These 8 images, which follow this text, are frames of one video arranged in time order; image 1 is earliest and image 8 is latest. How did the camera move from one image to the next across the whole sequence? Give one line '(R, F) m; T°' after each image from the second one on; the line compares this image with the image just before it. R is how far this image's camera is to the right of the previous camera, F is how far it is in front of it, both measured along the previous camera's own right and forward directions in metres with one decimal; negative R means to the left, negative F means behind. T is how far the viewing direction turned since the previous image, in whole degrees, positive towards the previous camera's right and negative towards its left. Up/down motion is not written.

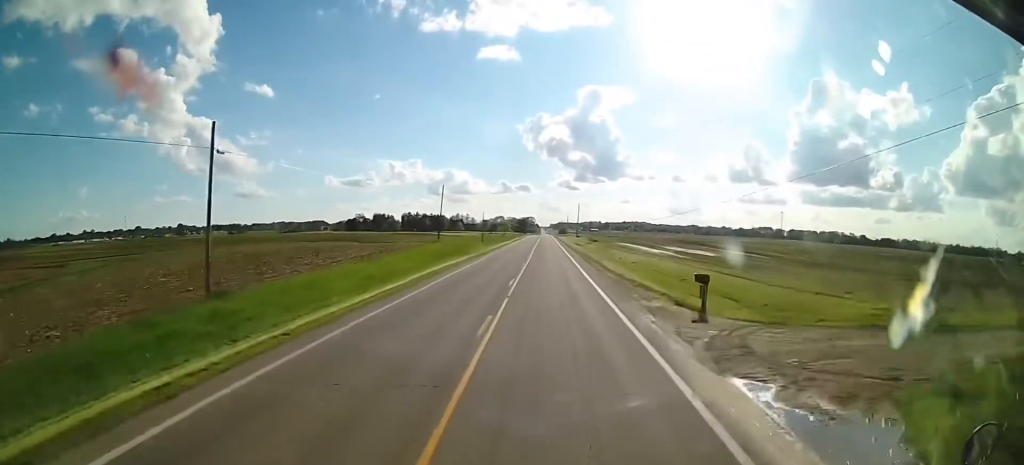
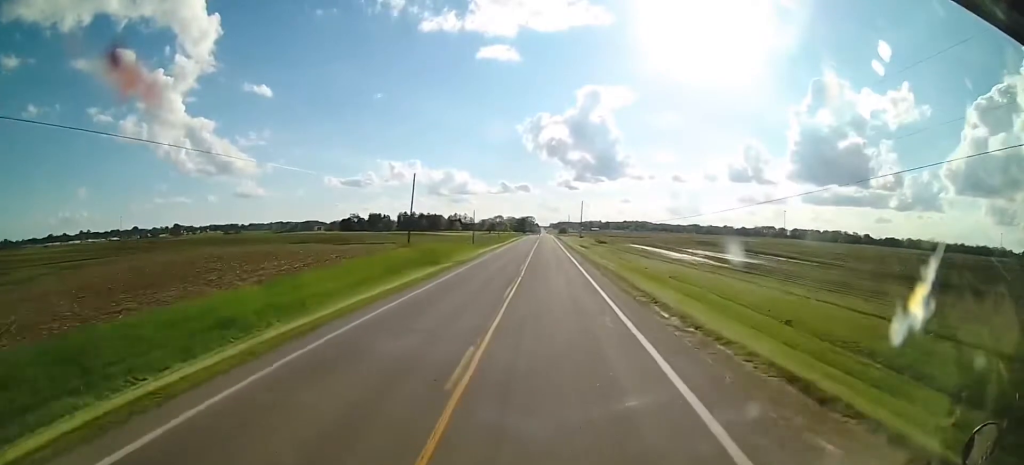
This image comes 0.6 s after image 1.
(-0.1, +15.1) m; +1°
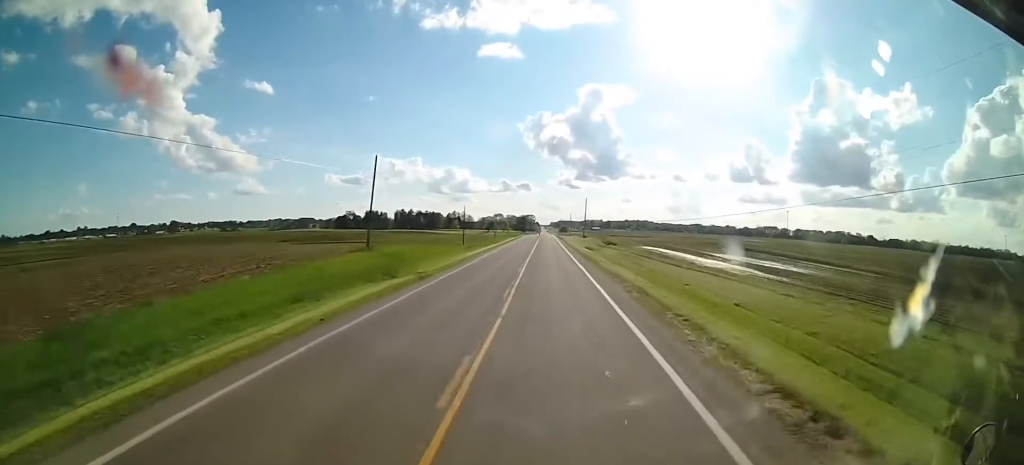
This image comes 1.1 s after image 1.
(+0.1, +12.1) m; +1°
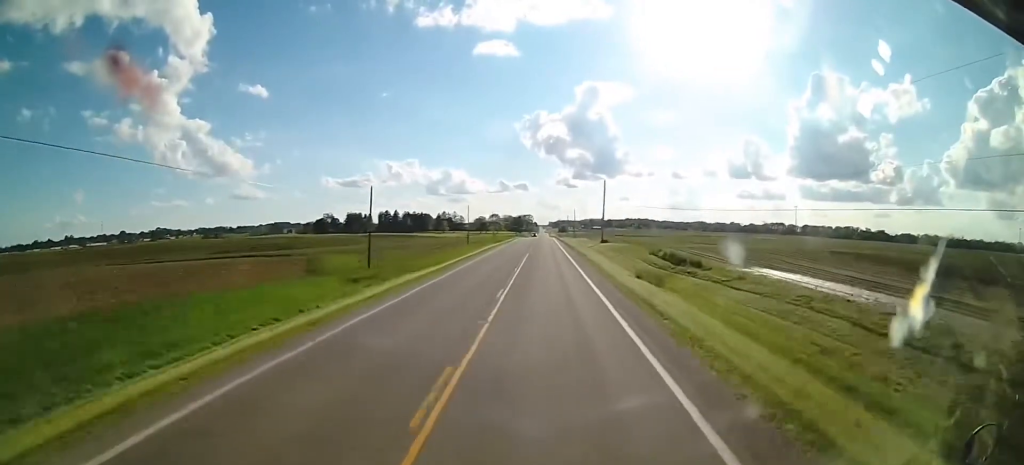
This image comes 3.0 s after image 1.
(+0.6, +49.6) m; +1°
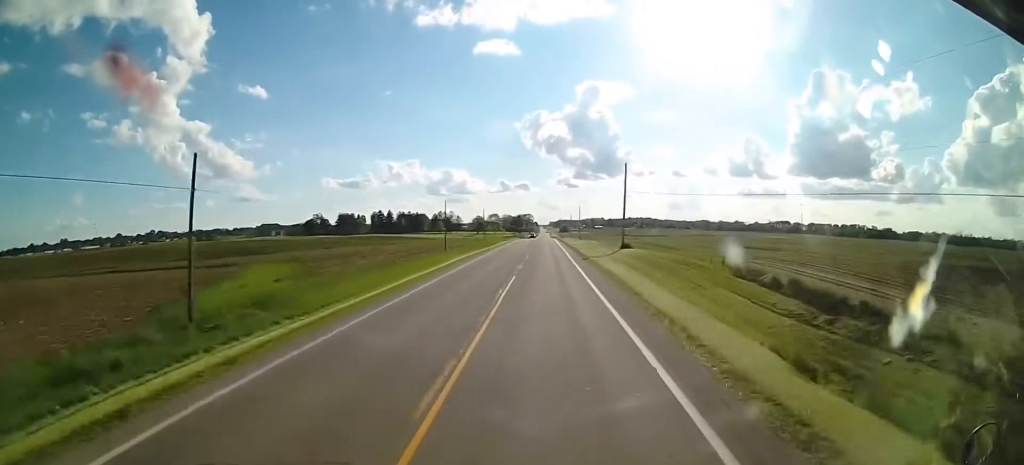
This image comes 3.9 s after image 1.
(-0.1, +25.9) m; 0°
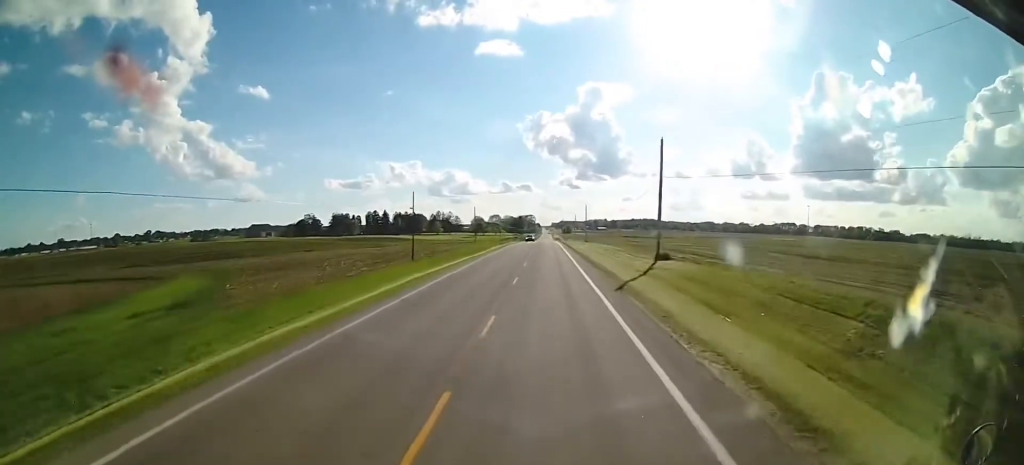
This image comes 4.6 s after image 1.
(0.0, +20.5) m; 0°
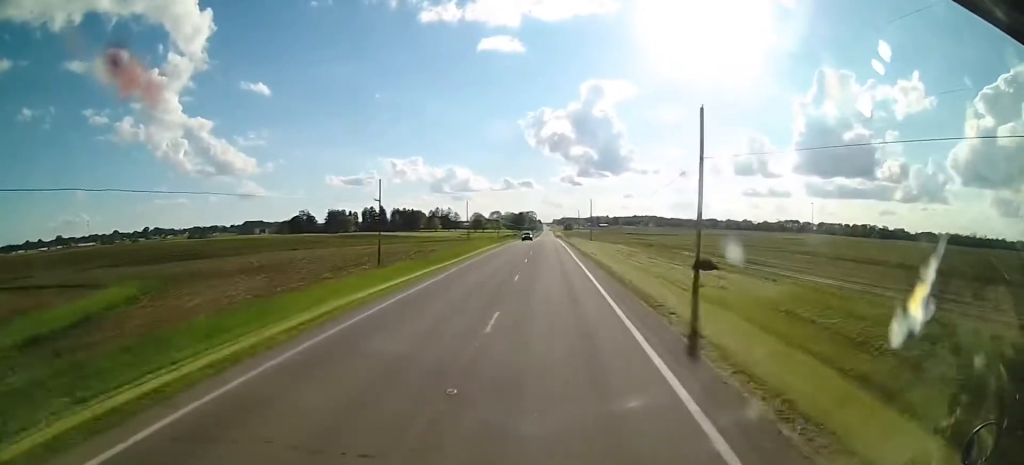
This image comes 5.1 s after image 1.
(0.0, +13.7) m; 0°
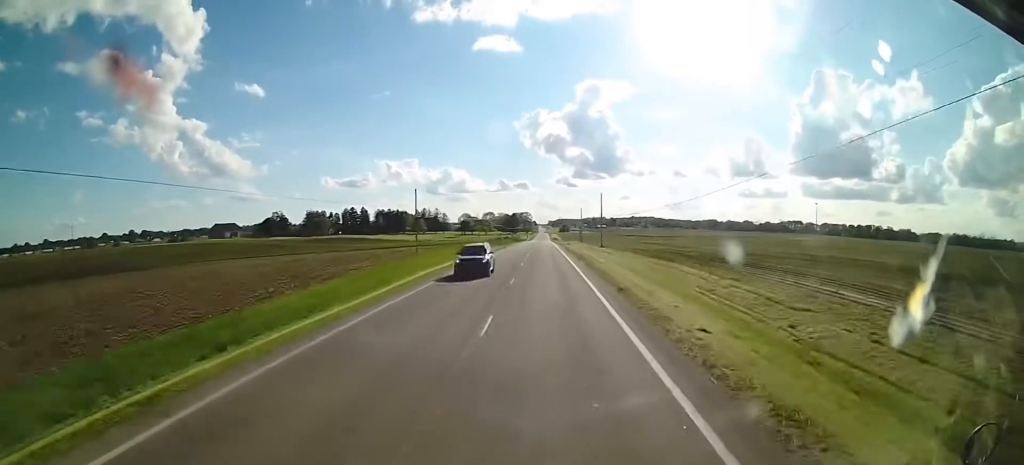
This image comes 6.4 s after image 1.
(-0.5, +35.9) m; -1°
